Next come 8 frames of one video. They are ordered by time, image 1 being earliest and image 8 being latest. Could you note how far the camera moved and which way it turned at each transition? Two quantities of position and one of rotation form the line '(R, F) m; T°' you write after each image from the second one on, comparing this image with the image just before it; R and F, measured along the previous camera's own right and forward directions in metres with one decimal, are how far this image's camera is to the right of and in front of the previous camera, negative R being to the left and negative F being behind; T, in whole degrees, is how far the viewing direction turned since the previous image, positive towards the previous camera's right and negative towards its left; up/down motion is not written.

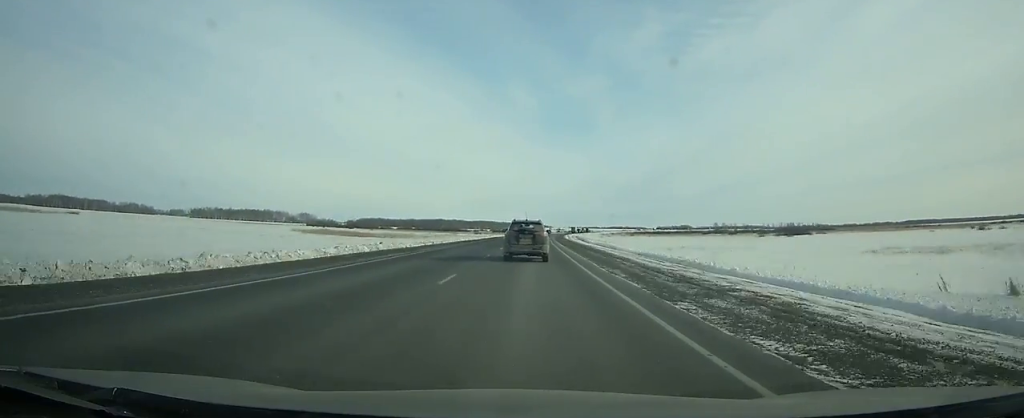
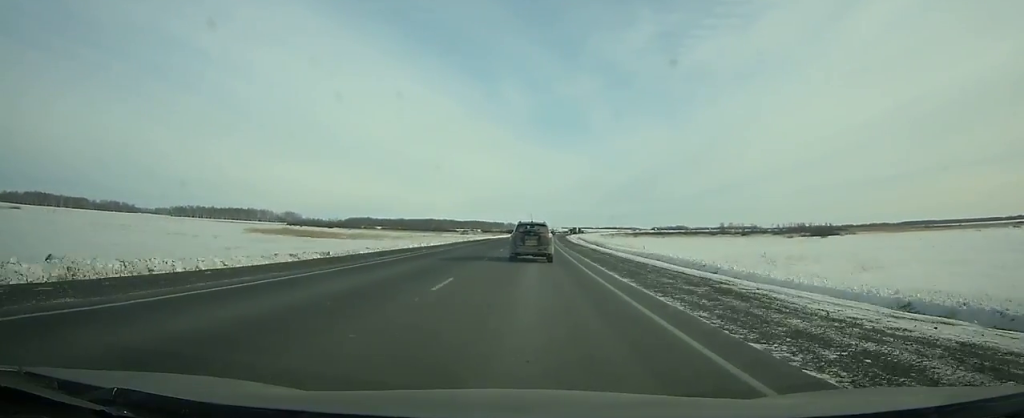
(+0.3, +36.7) m; +1°
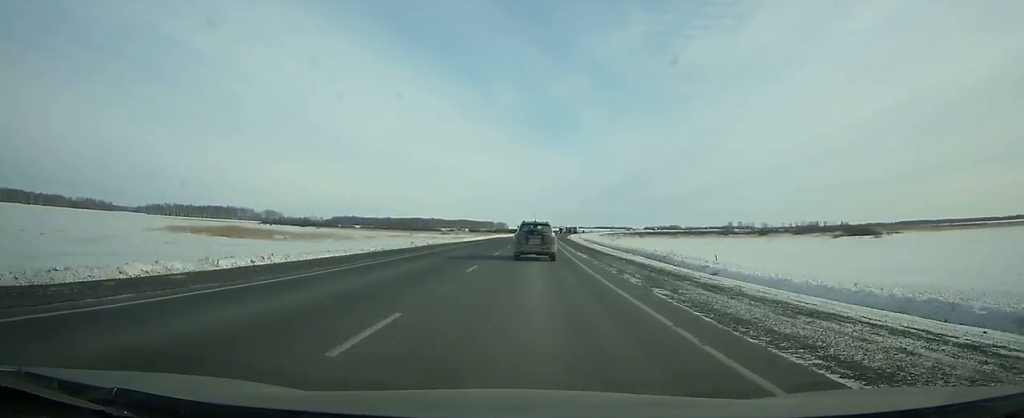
(+0.1, +42.5) m; +1°
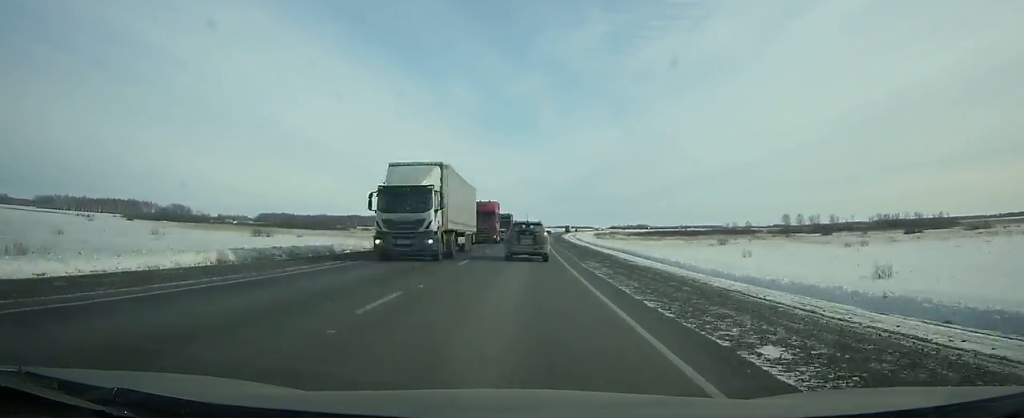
(+5.3, +164.9) m; +4°
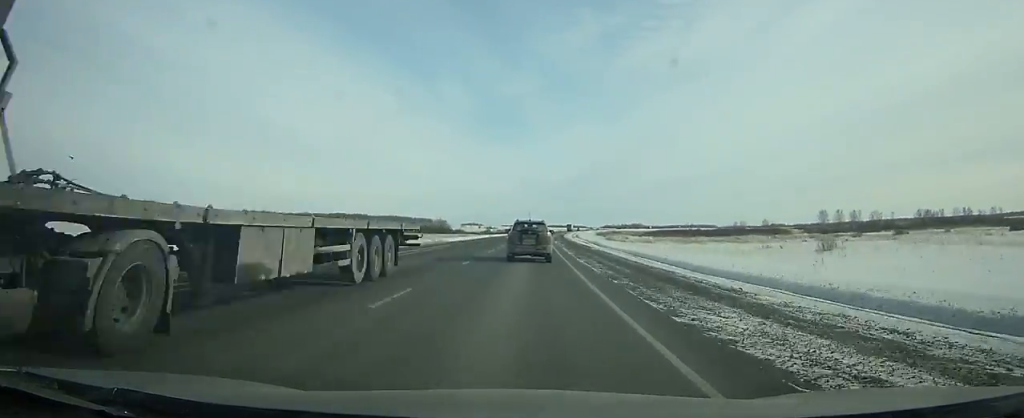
(+0.8, +47.0) m; +1°
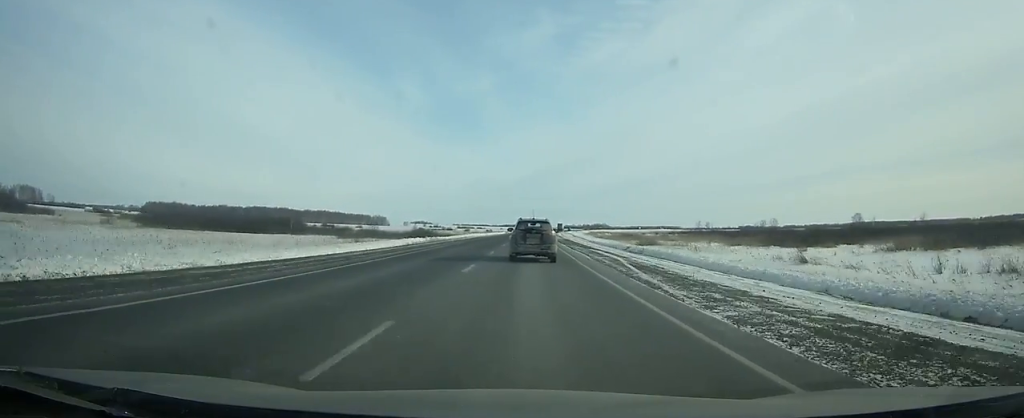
(+5.1, +161.2) m; +4°
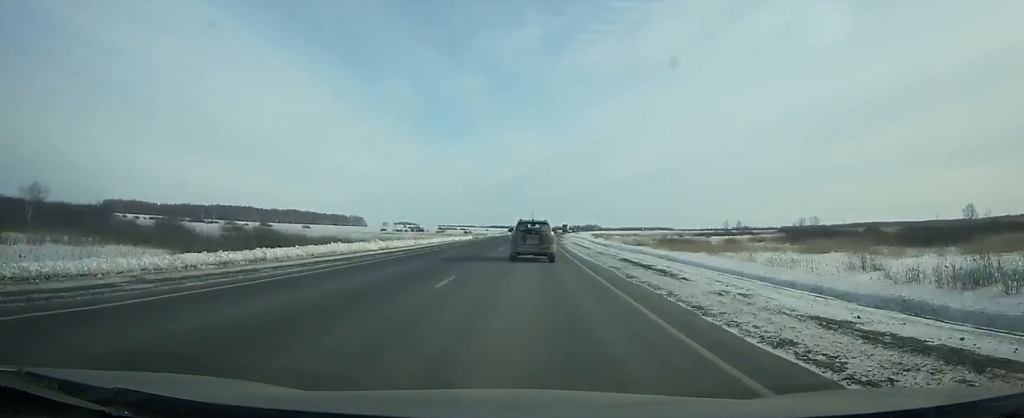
(+1.5, +75.9) m; +2°
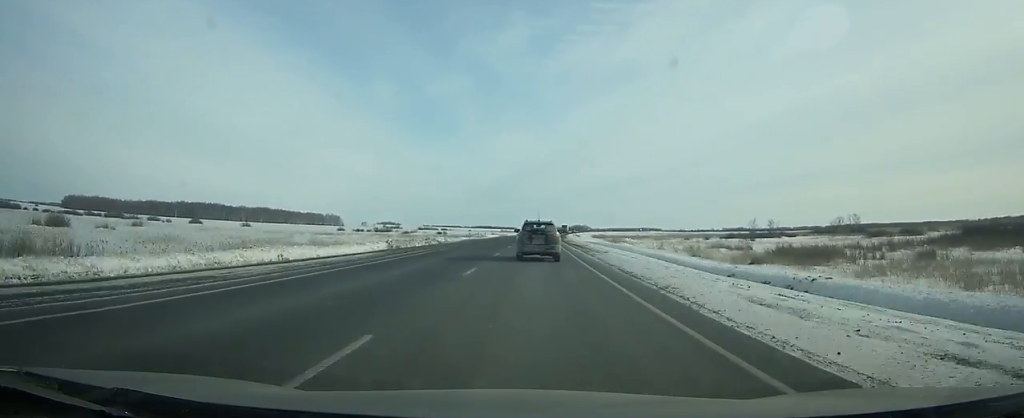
(+0.5, +58.3) m; +1°
